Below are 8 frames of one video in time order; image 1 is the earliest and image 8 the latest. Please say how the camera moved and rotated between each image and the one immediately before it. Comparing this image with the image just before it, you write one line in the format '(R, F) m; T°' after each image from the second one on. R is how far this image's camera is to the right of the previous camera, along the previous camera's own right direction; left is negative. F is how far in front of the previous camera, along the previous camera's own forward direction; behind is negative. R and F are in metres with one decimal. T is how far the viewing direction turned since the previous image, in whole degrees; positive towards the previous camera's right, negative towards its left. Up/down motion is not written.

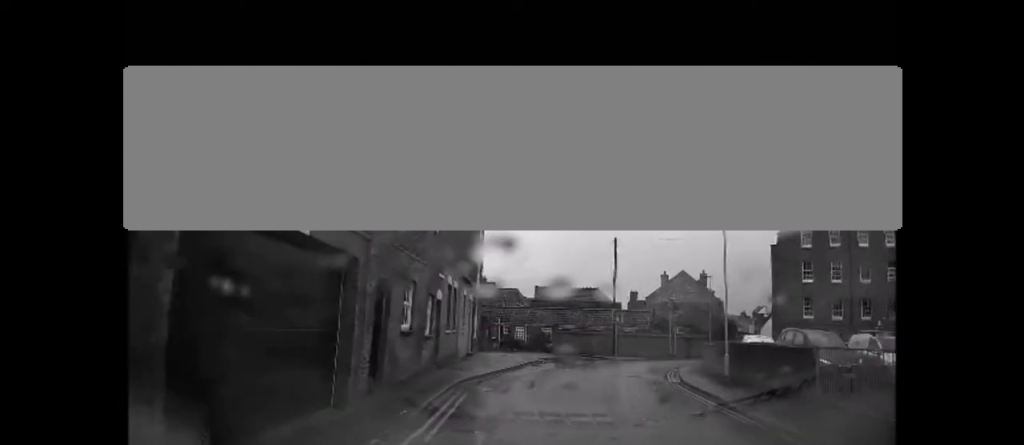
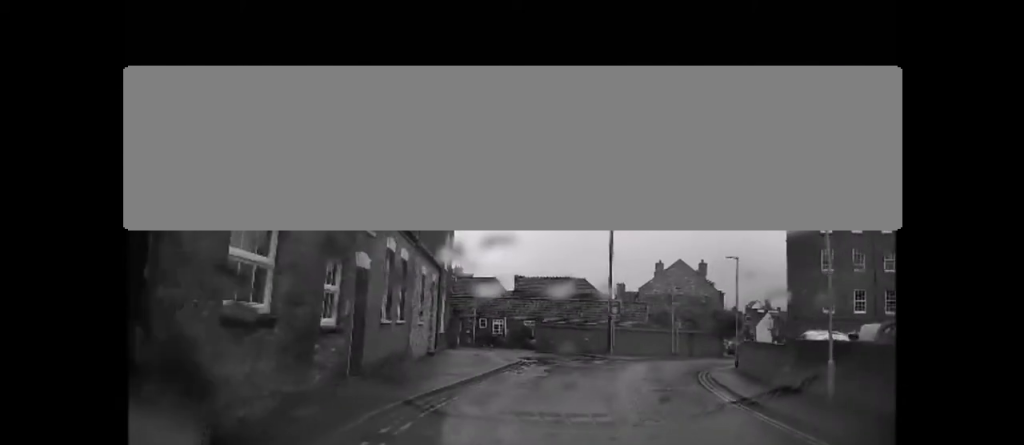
(+0.5, +5.9) m; -4°
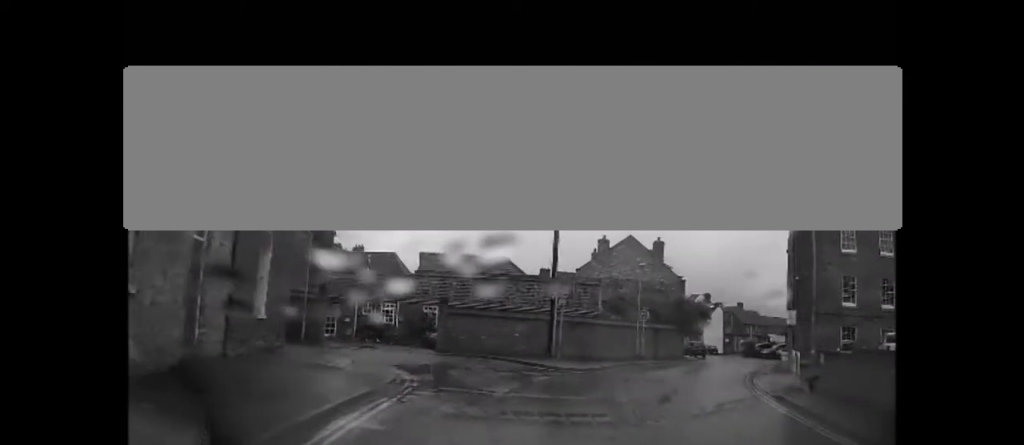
(-0.3, +11.9) m; +12°
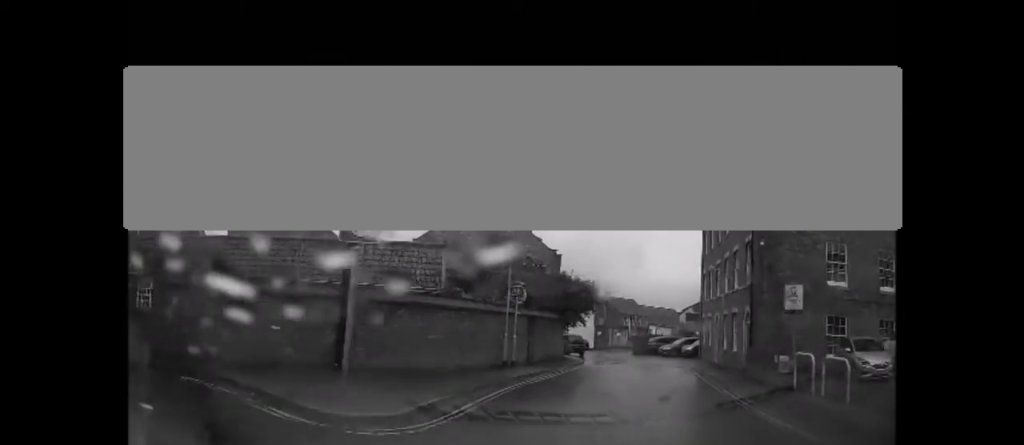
(+2.6, +11.1) m; +18°
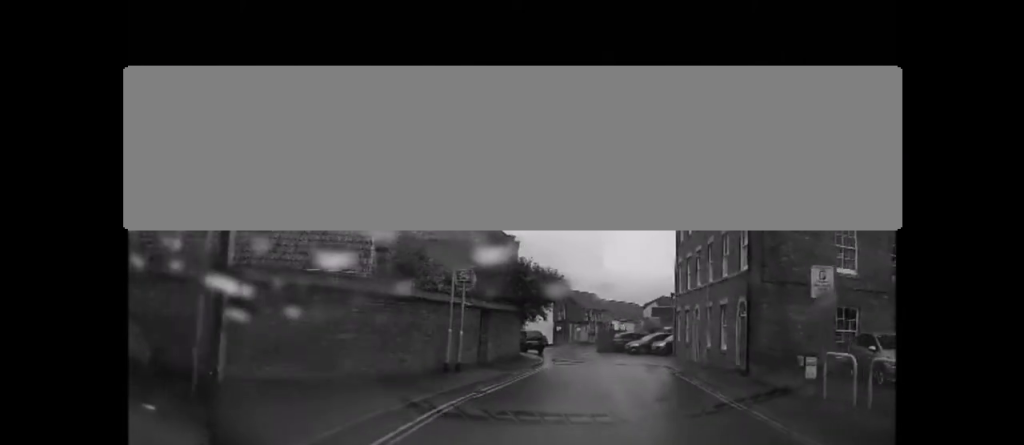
(+0.1, +3.6) m; +3°
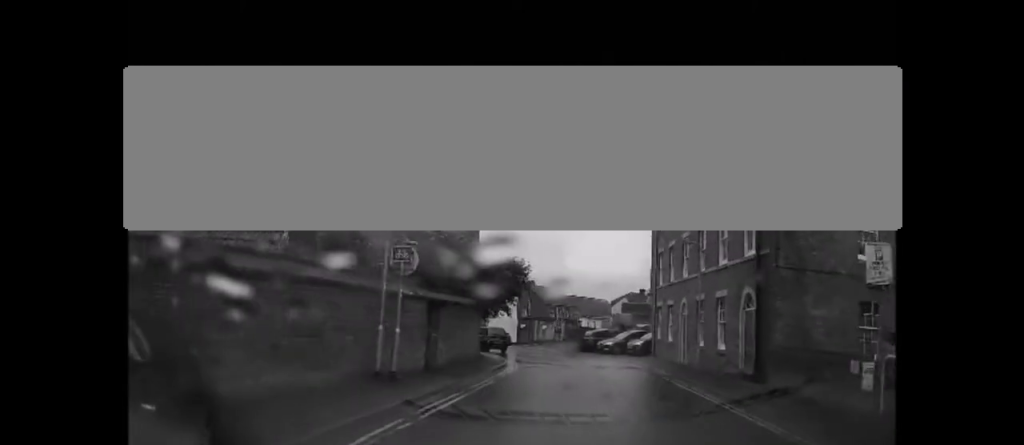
(-0.3, +3.3) m; +2°
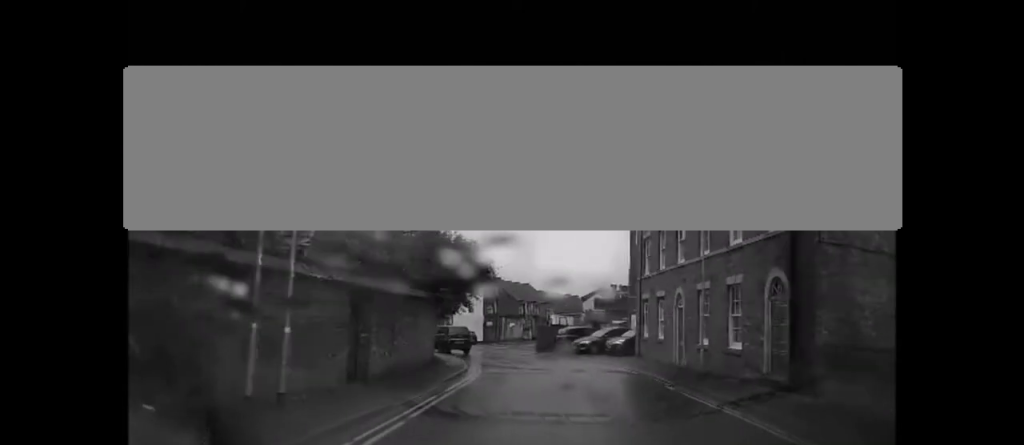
(+0.2, +3.8) m; +4°
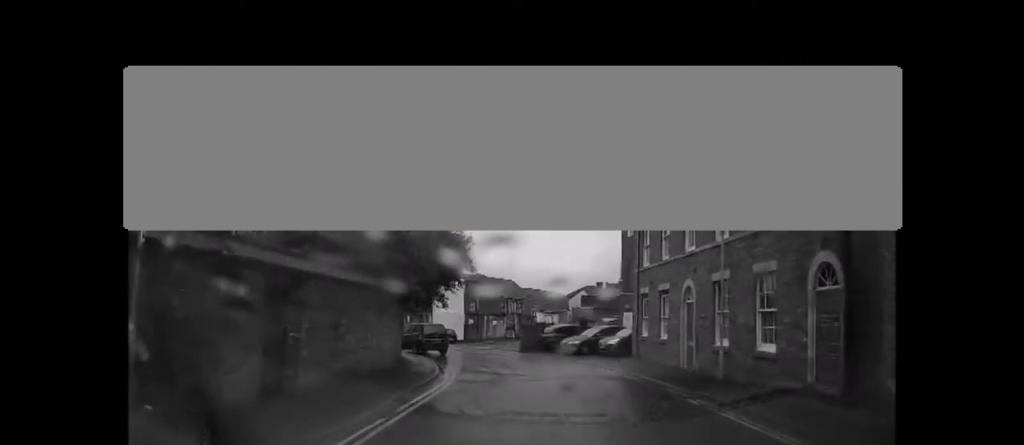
(+0.3, +2.9) m; +4°
